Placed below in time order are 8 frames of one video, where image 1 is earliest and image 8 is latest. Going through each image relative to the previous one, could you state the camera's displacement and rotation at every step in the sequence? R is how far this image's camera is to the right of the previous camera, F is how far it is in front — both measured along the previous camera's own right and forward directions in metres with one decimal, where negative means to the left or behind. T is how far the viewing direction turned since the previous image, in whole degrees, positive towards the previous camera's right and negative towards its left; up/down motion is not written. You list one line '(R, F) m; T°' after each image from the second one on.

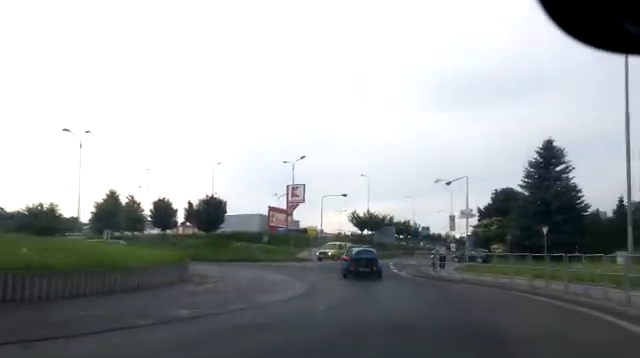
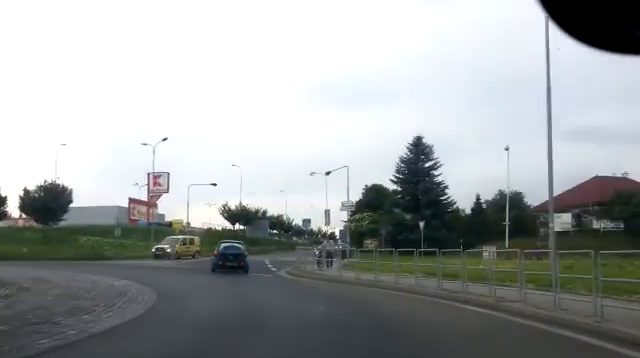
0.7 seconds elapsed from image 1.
(-0.2, +4.5) m; +2°
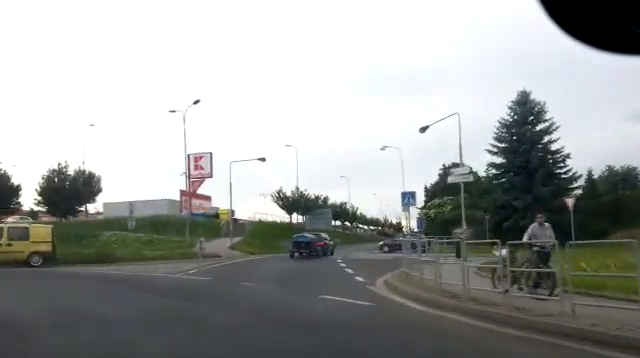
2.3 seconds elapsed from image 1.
(-0.5, +11.6) m; -17°
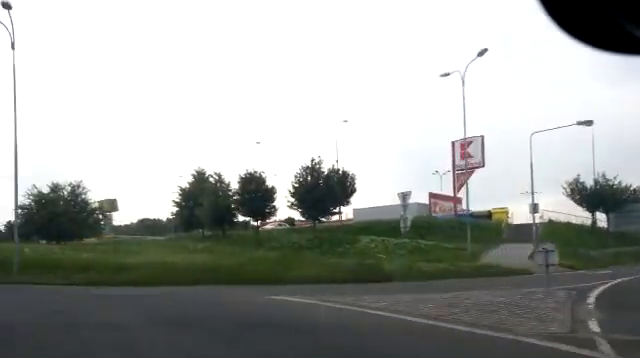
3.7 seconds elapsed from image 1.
(-2.7, +9.8) m; -28°
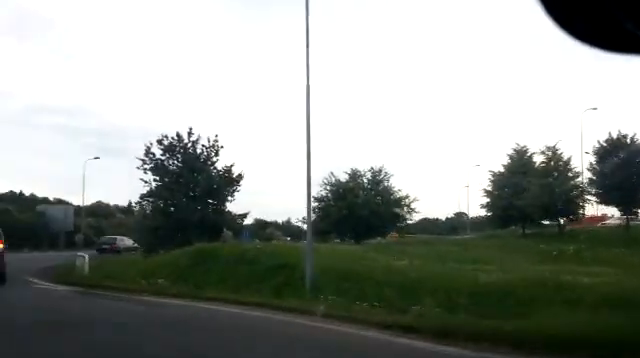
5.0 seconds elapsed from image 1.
(-2.2, +9.8) m; -25°
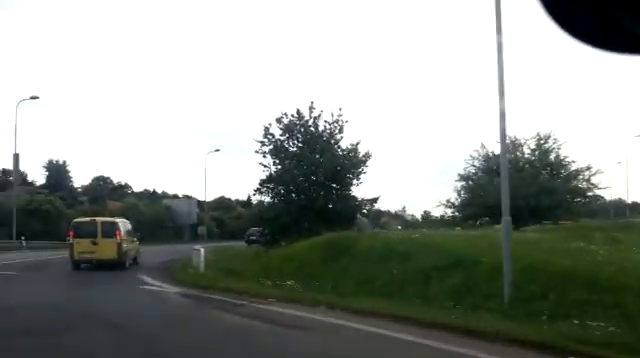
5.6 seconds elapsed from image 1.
(-0.5, +4.4) m; -5°
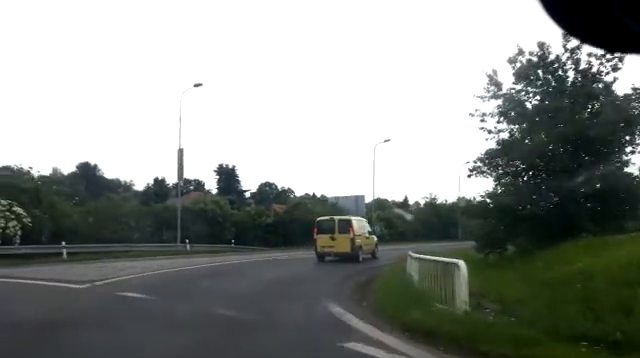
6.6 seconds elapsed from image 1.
(-0.5, +7.8) m; -4°
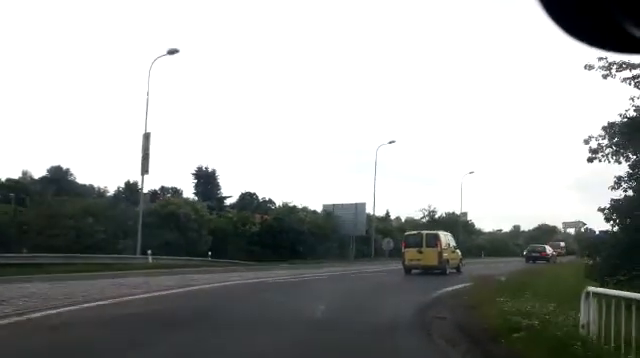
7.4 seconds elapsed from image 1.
(-0.1, +7.0) m; +4°
